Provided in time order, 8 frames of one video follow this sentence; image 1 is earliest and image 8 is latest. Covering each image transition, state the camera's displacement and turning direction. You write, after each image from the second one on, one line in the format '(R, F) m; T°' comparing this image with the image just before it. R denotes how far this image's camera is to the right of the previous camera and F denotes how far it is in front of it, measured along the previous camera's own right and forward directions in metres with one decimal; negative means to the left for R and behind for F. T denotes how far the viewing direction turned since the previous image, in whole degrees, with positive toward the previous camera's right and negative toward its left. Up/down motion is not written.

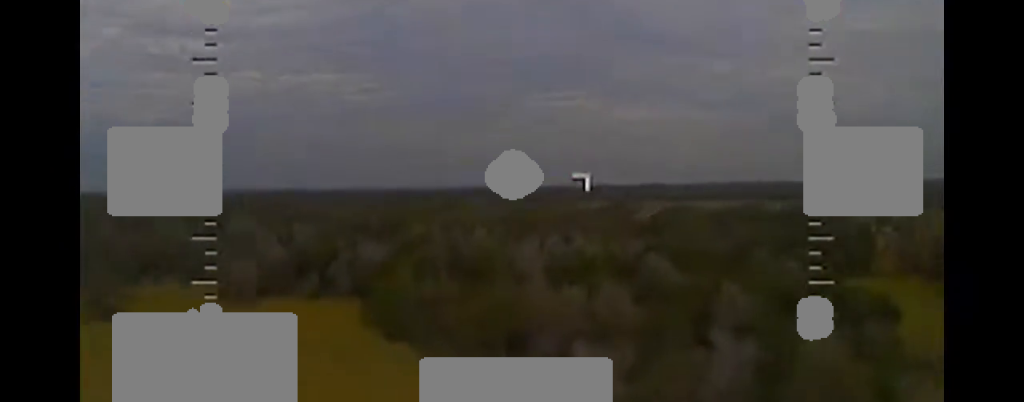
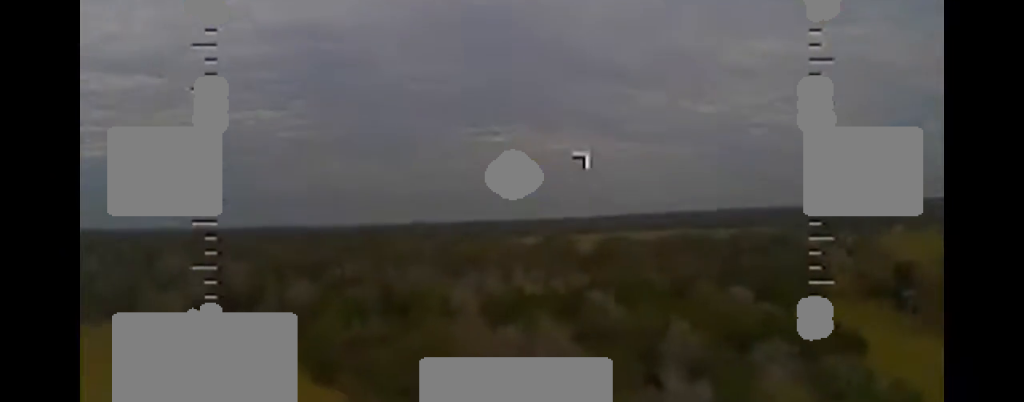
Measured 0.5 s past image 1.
(0.0, +6.6) m; -1°
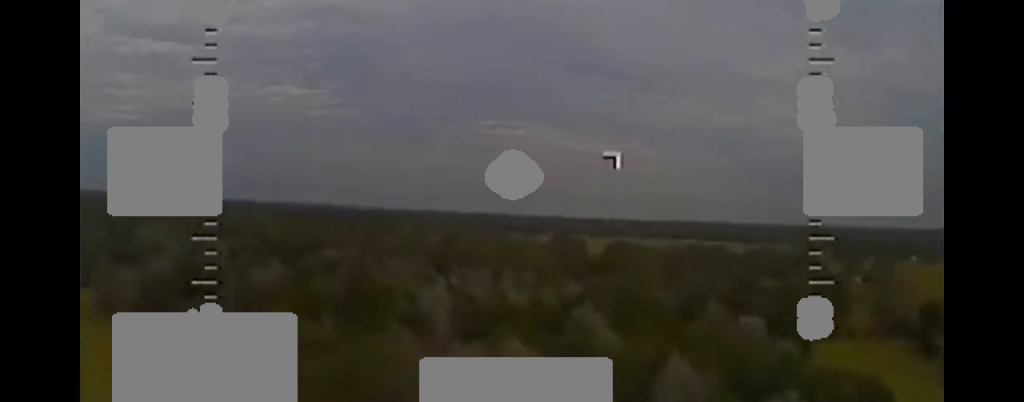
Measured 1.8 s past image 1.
(-0.5, +15.4) m; -15°
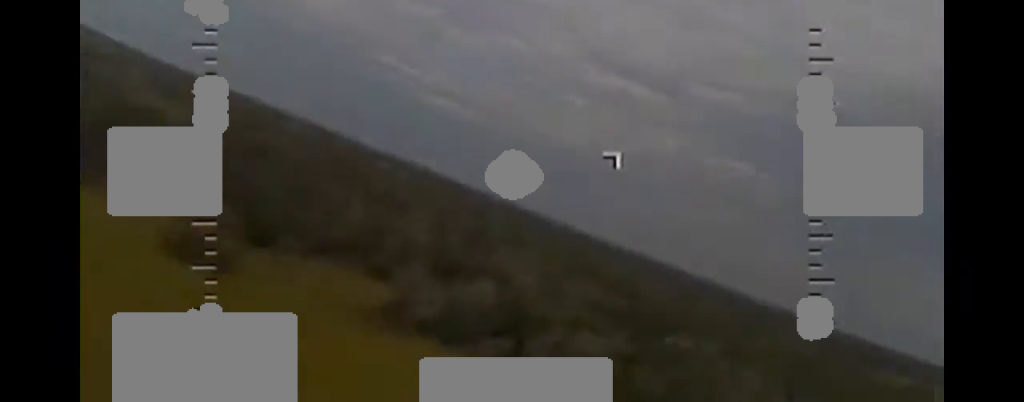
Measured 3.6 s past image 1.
(-6.2, +16.6) m; -32°
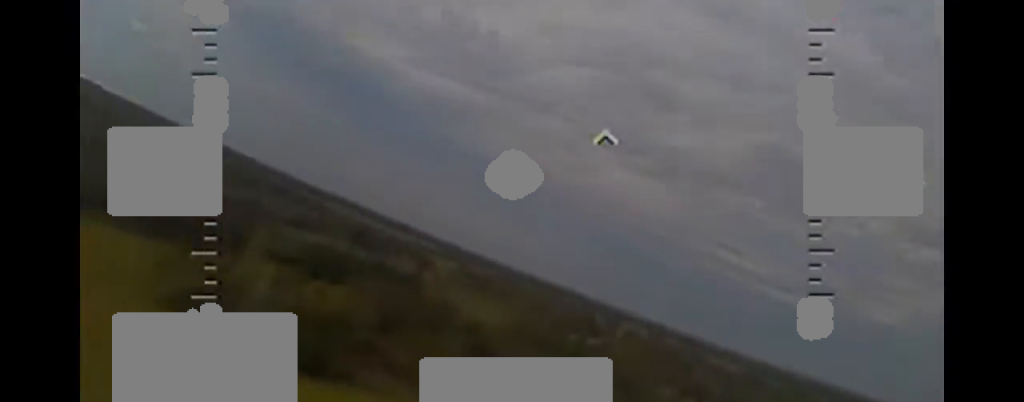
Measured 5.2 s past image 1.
(-0.4, +16.6) m; -16°
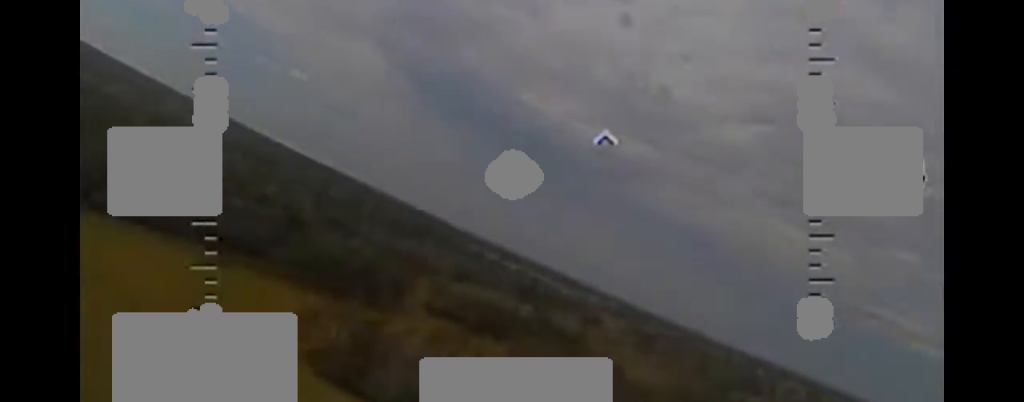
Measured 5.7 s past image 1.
(-1.3, +5.8) m; -22°
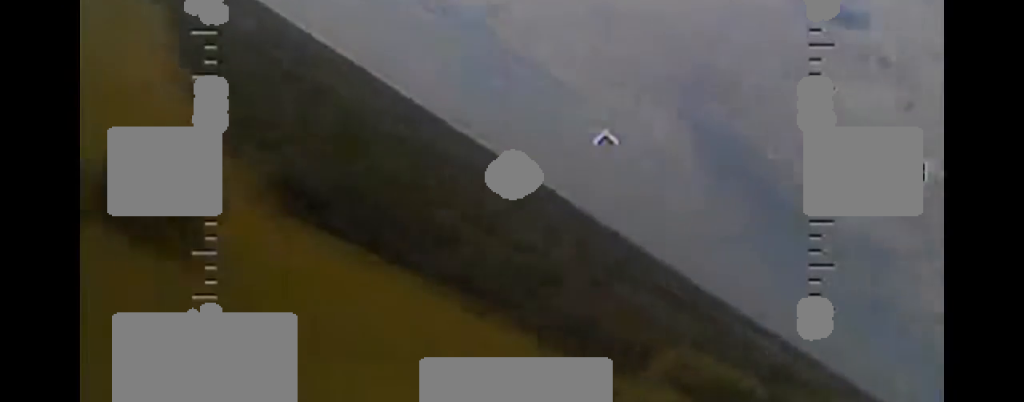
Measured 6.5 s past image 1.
(-1.4, +7.3) m; -27°
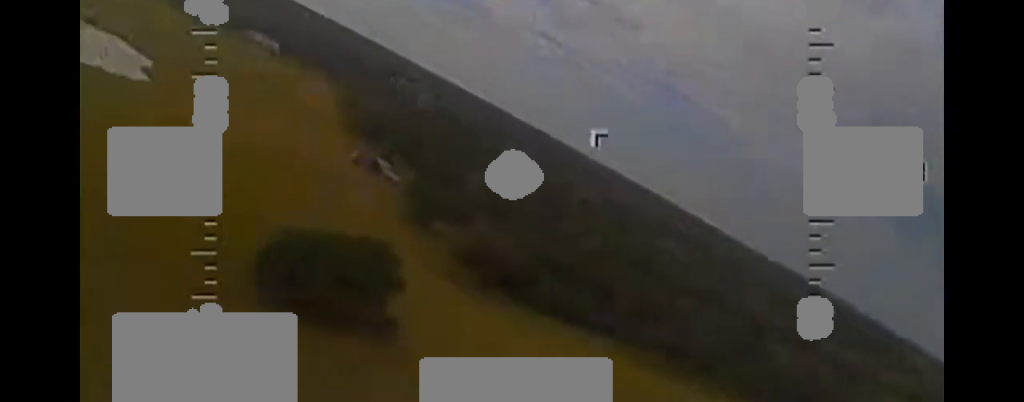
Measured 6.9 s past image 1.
(-1.6, +4.9) m; -10°
